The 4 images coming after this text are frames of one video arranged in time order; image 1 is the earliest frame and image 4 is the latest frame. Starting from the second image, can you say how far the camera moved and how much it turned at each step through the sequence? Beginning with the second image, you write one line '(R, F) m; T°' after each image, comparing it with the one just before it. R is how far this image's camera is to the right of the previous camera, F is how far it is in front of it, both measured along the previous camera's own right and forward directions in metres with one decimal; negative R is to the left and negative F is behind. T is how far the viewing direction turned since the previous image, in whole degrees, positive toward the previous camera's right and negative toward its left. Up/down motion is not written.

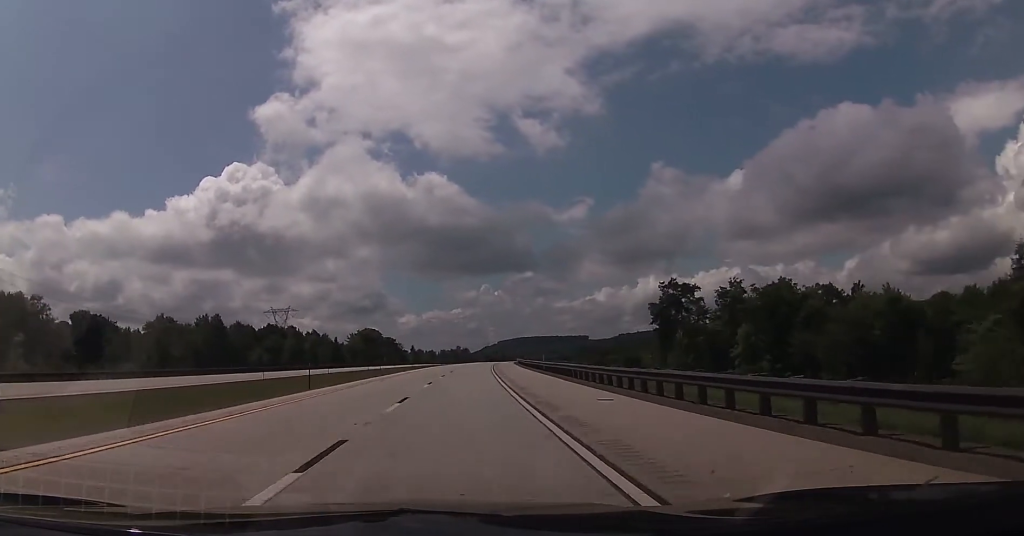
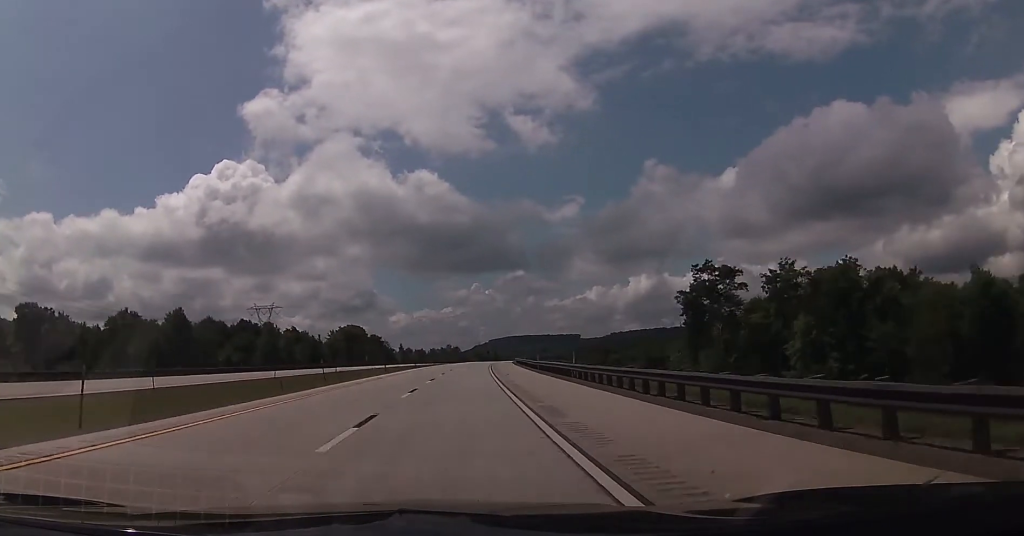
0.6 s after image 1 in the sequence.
(+0.2, +19.8) m; +1°
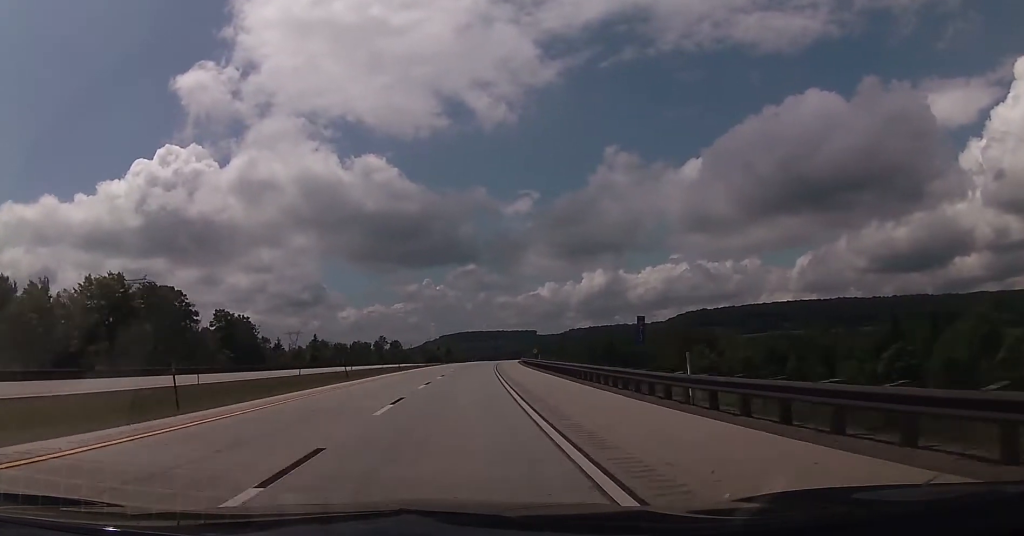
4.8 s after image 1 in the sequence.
(+3.8, +139.9) m; +3°
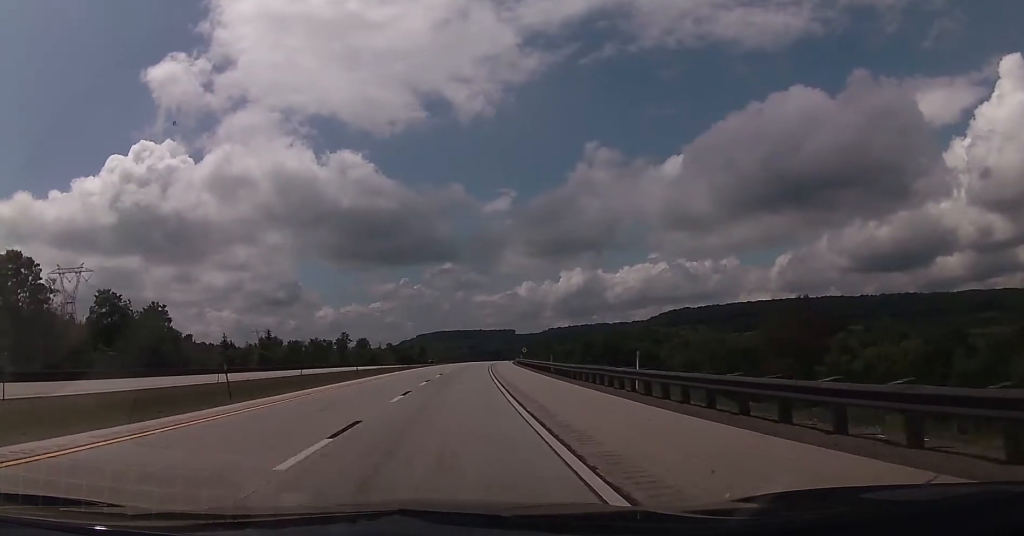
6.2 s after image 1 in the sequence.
(+0.5, +44.1) m; +2°
